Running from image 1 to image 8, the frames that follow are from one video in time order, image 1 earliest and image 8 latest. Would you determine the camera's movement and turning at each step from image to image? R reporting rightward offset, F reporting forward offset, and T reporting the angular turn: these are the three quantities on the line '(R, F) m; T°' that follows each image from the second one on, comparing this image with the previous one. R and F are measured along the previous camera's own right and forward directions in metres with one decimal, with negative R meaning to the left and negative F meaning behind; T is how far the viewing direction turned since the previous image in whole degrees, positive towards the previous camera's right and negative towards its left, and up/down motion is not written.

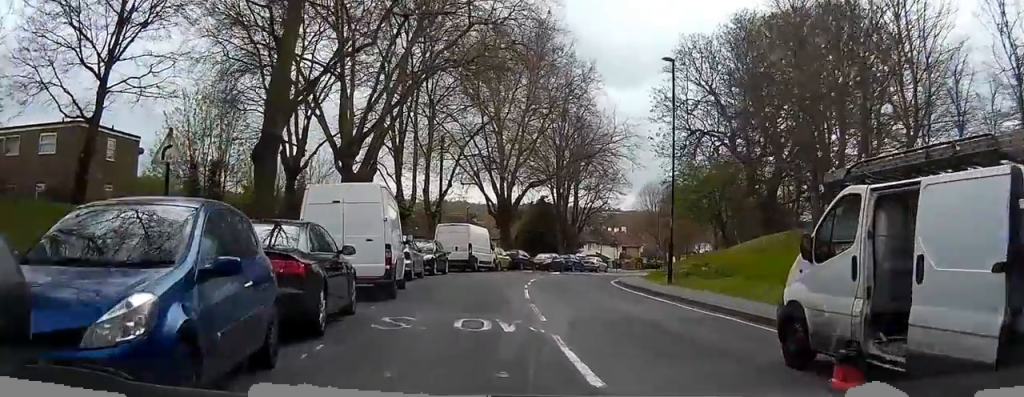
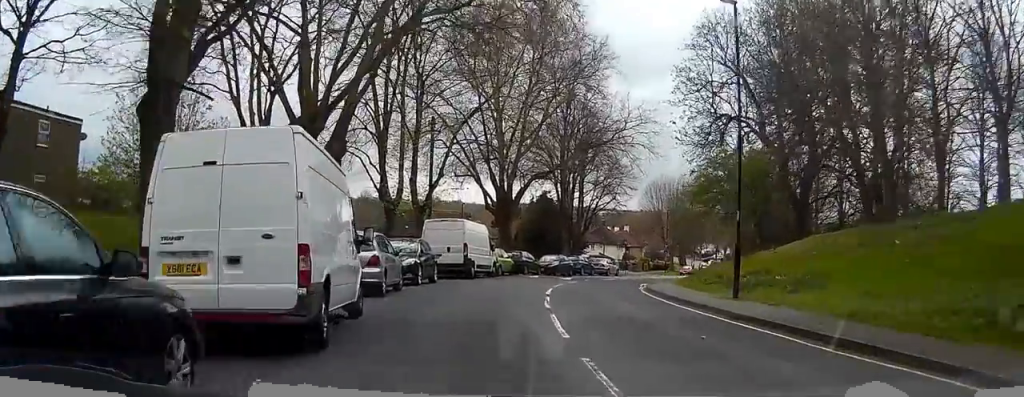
(+0.1, +6.9) m; +2°
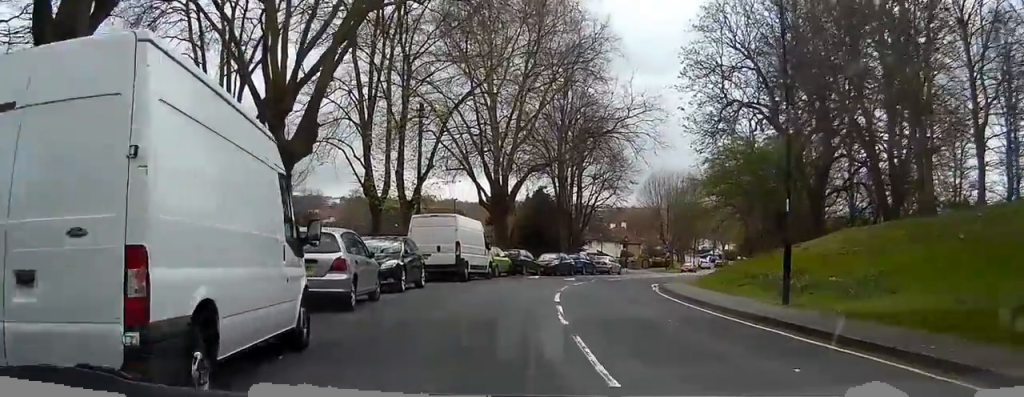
(0.0, +3.6) m; +1°
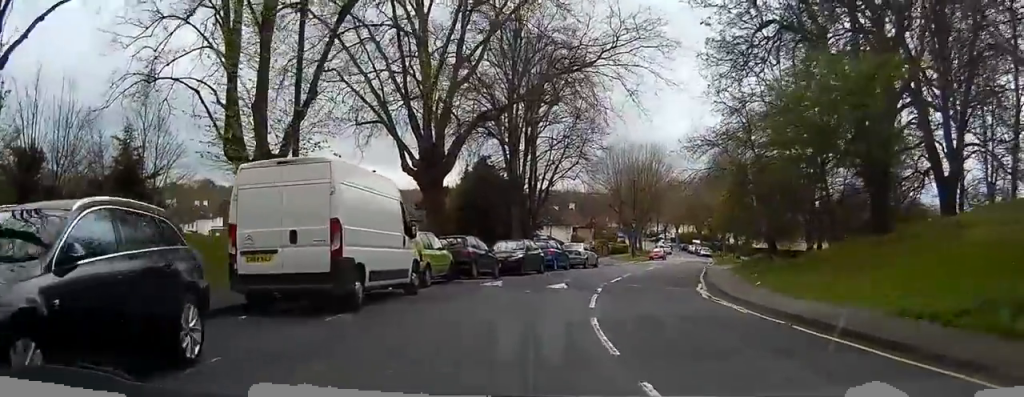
(+0.7, +15.8) m; +6°
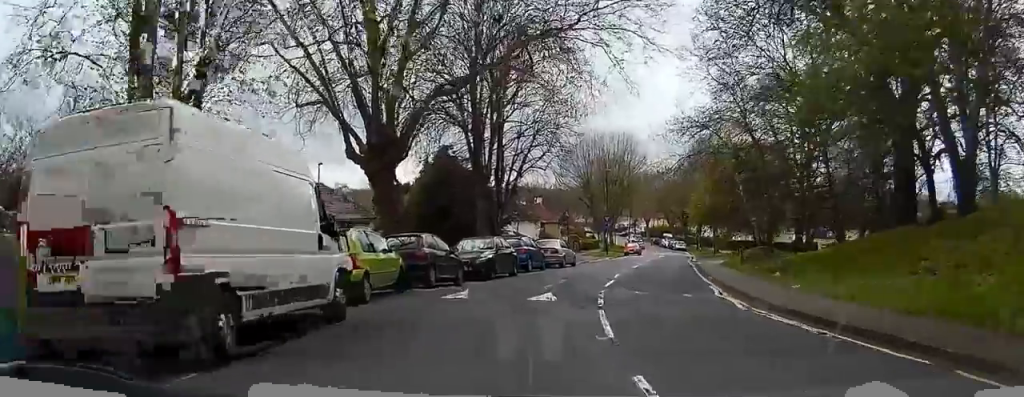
(+0.2, +5.3) m; +3°
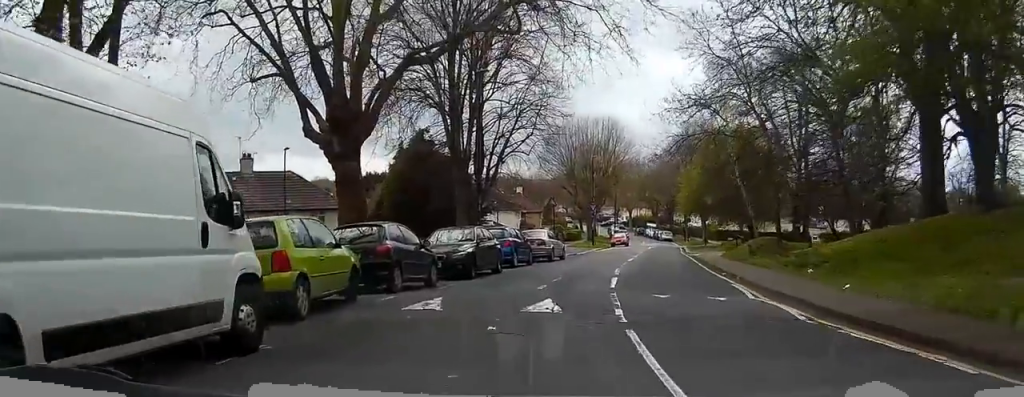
(+0.1, +4.0) m; +2°
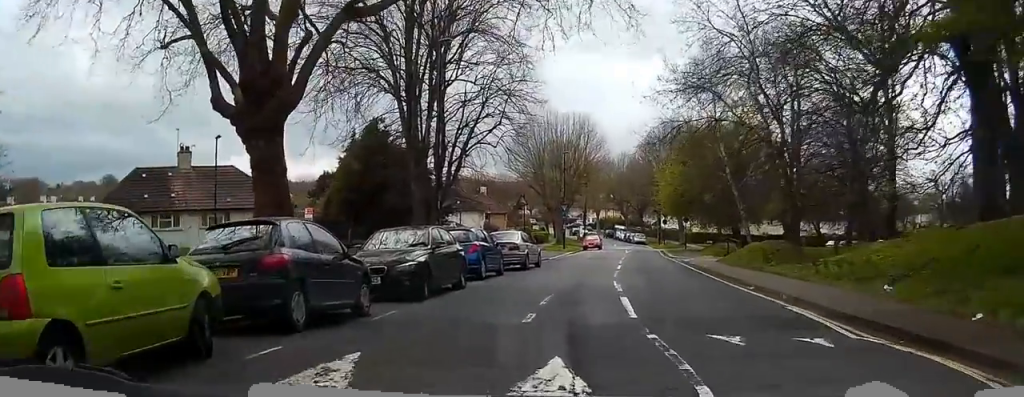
(+0.2, +6.2) m; +3°
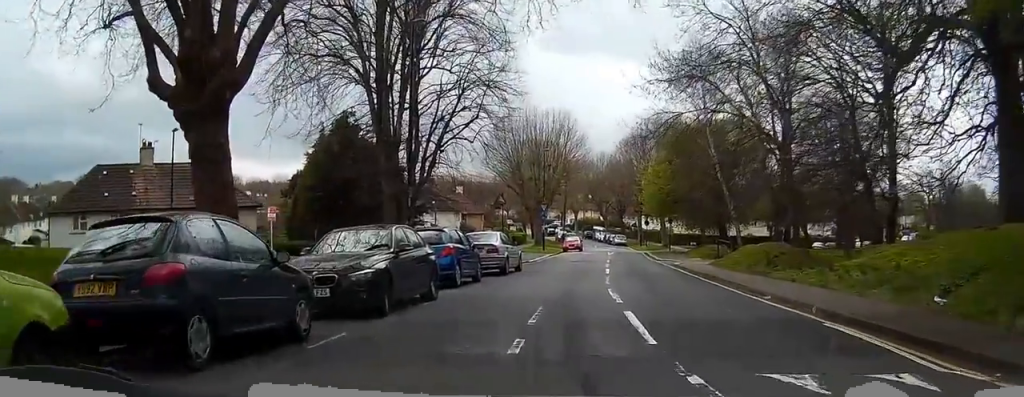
(+0.1, +3.0) m; 0°
